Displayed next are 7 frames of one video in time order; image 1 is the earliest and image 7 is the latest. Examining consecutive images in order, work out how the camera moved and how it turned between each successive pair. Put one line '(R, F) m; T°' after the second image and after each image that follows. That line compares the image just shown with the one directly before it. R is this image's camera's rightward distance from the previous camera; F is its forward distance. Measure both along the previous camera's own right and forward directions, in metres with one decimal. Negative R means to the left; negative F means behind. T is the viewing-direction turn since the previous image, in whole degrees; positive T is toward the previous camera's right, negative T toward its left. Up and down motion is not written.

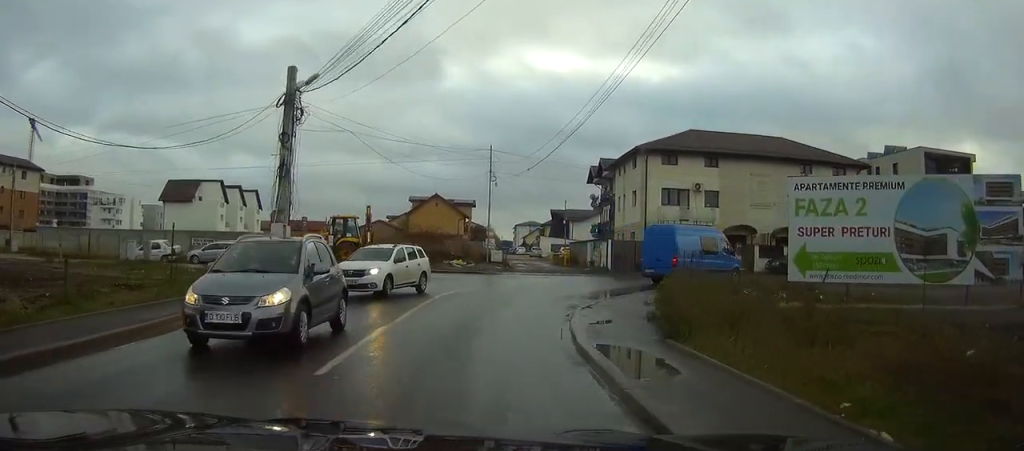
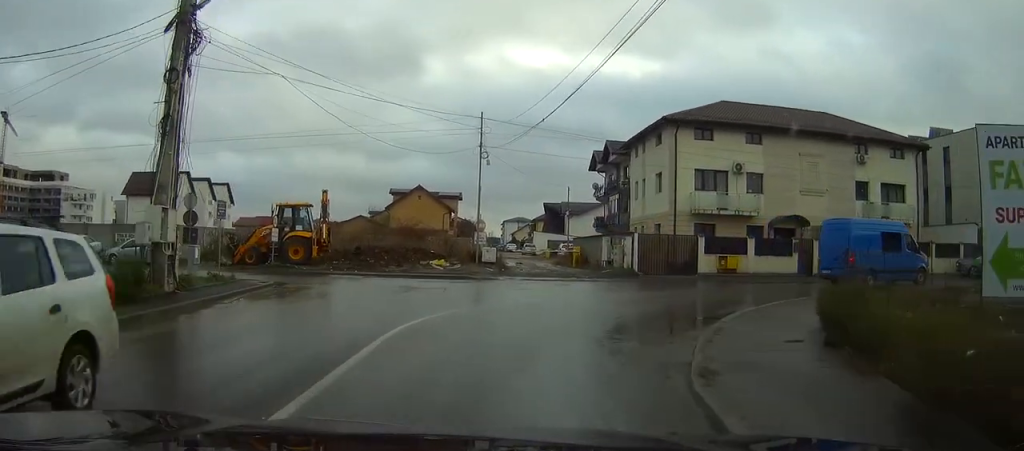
(+0.5, +10.3) m; +5°
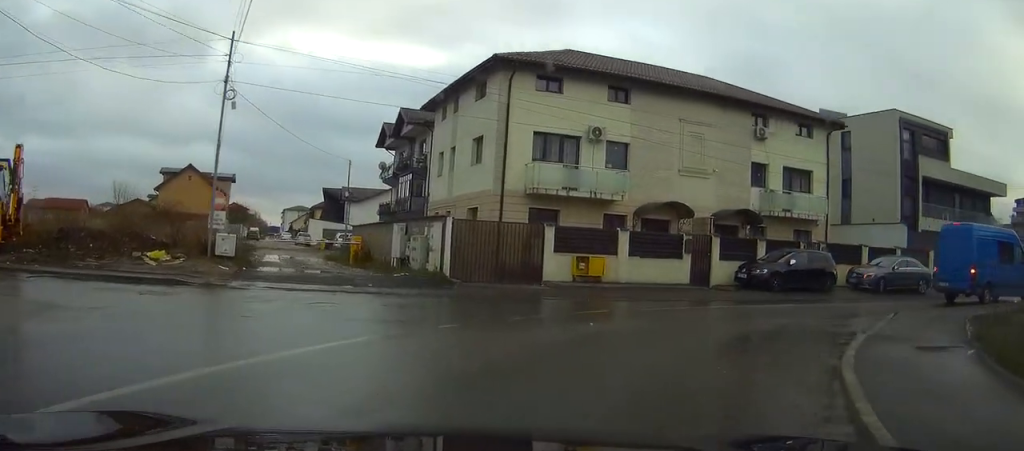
(+1.0, +12.6) m; +16°
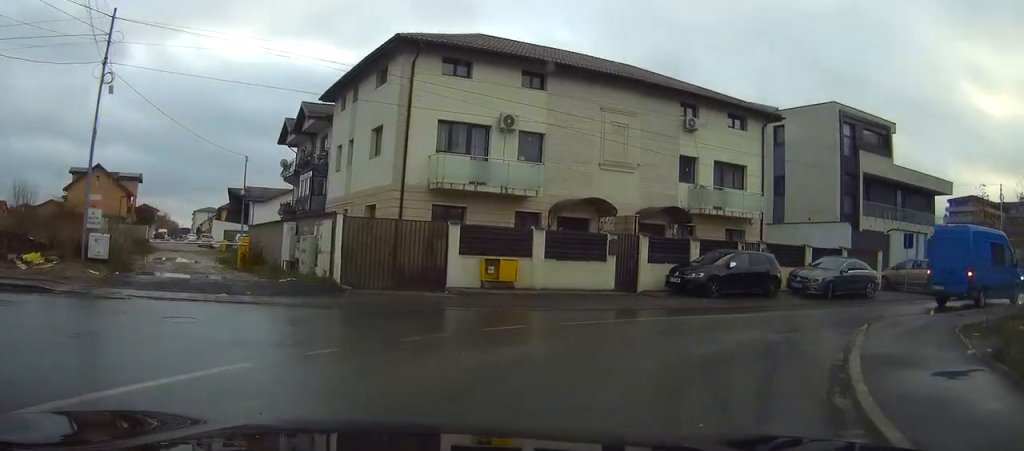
(+0.4, +3.0) m; +5°
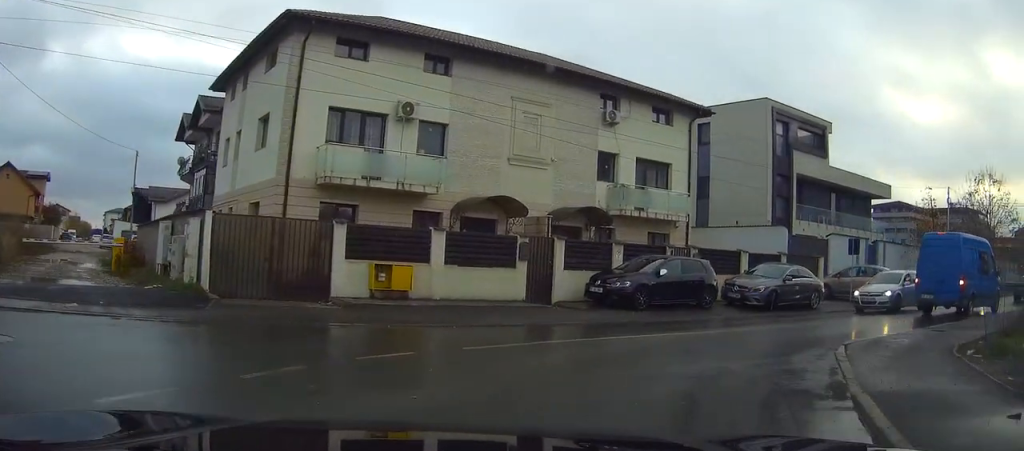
(+0.4, +3.2) m; +5°
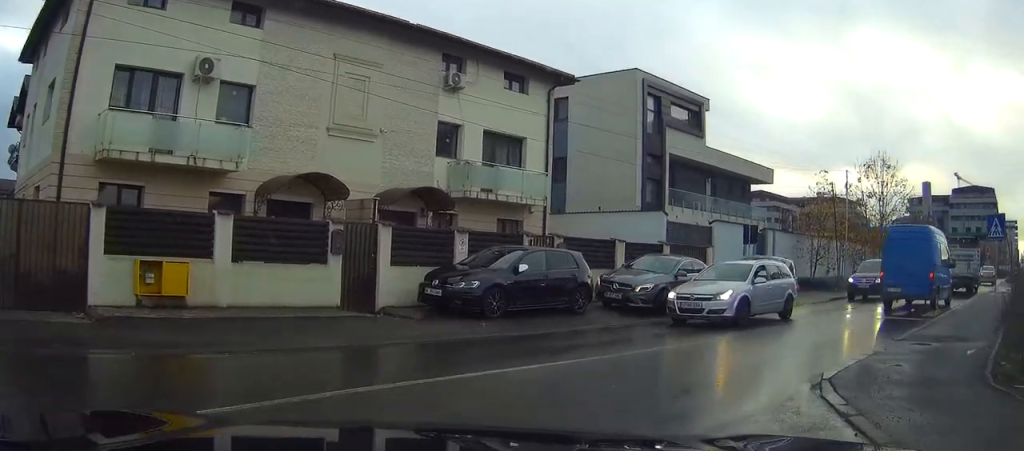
(+0.2, +5.2) m; +11°
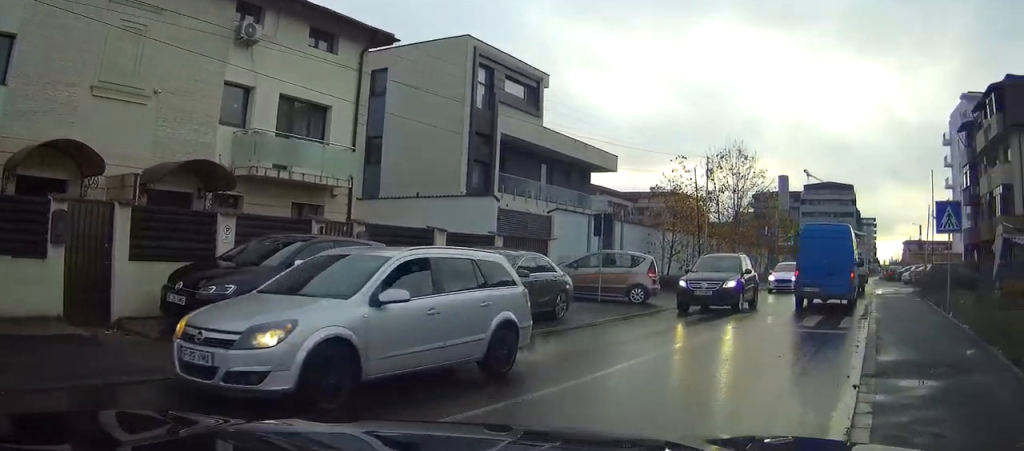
(+0.7, +4.4) m; +16°
